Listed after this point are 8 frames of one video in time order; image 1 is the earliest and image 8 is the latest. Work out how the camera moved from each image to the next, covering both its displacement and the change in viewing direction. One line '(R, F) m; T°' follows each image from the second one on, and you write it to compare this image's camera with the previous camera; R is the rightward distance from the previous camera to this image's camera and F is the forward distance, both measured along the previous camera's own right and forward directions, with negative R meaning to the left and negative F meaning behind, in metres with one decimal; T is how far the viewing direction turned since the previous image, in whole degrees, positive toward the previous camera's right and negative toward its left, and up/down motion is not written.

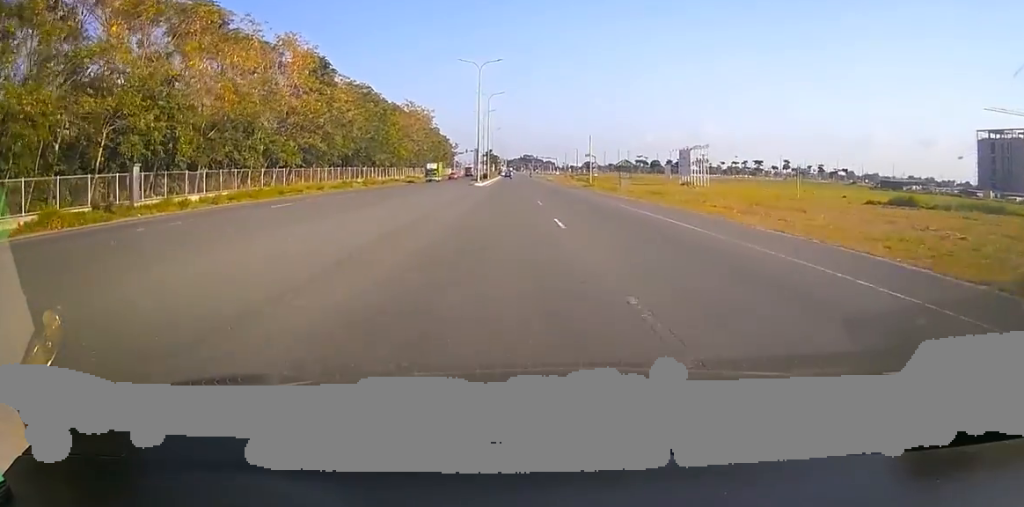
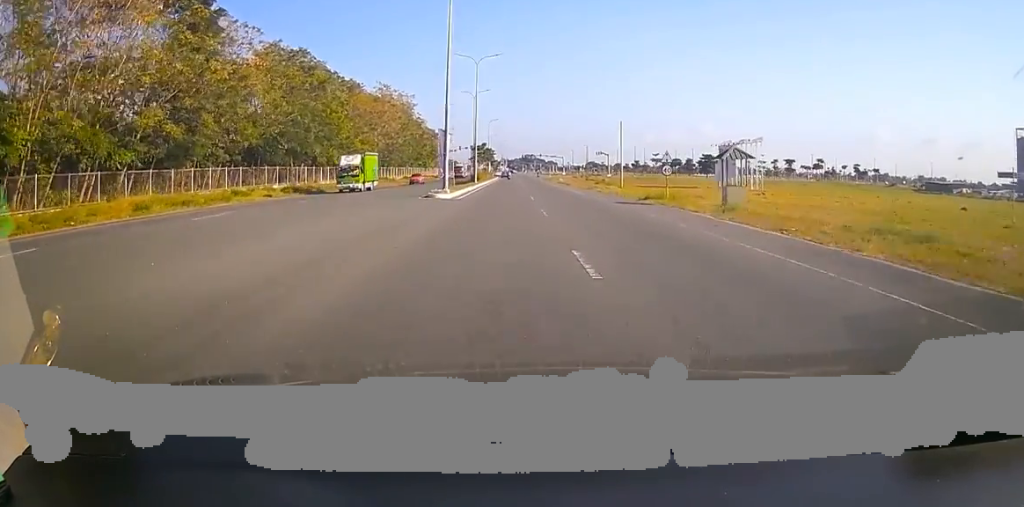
(+1.8, +32.0) m; +3°
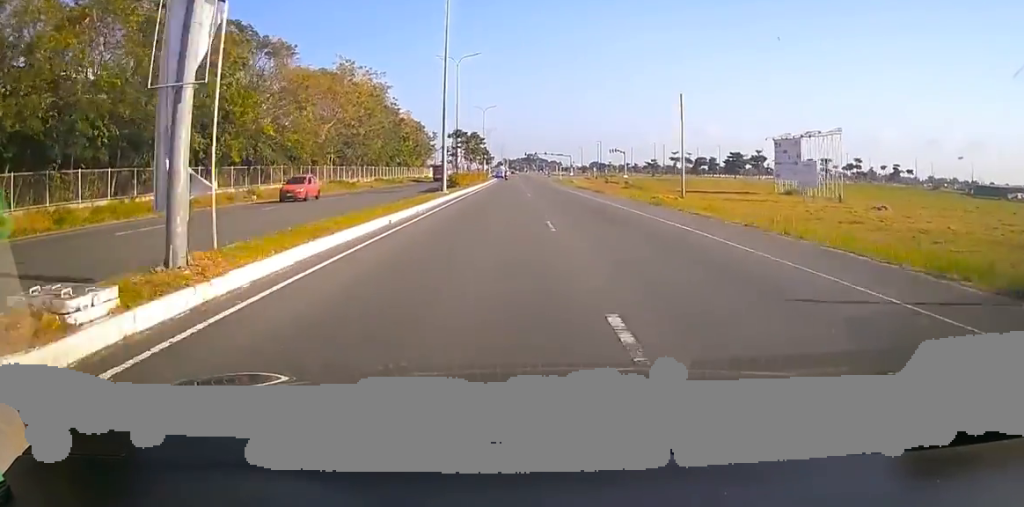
(-0.5, +28.7) m; -2°
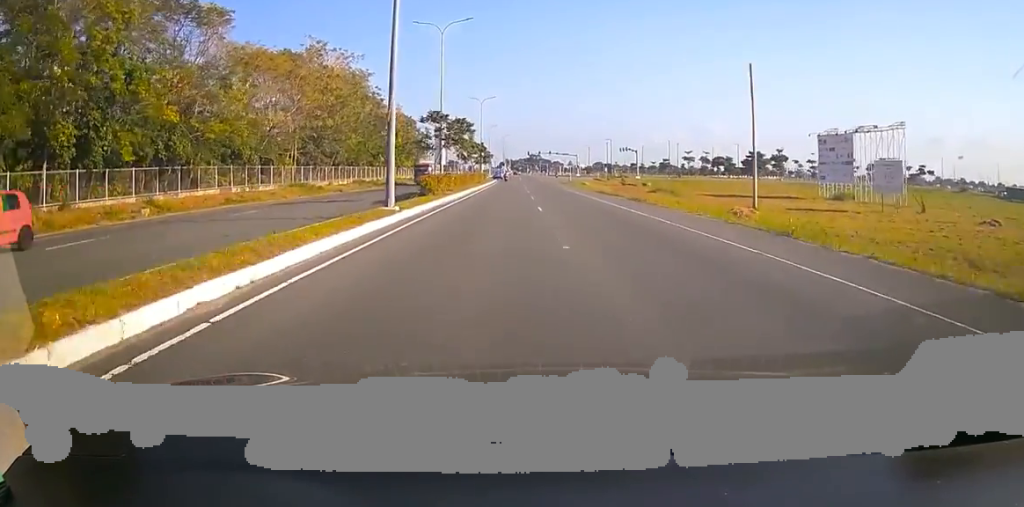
(-0.4, +15.5) m; -2°
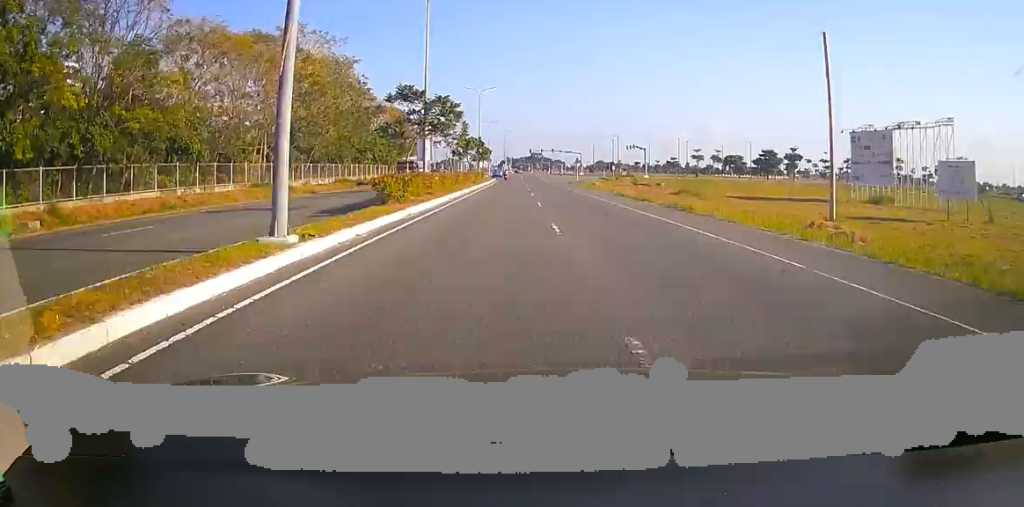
(-0.2, +9.4) m; -1°
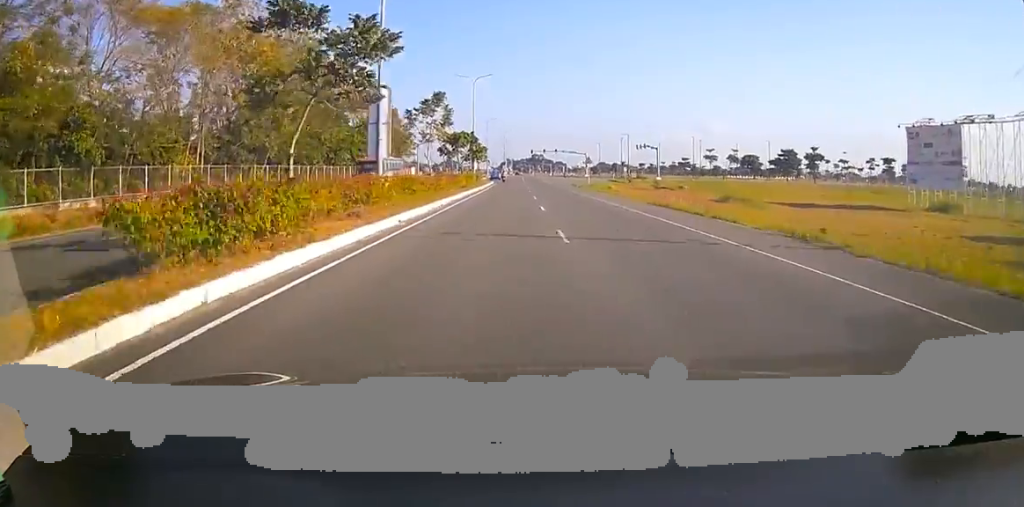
(0.0, +13.4) m; +3°
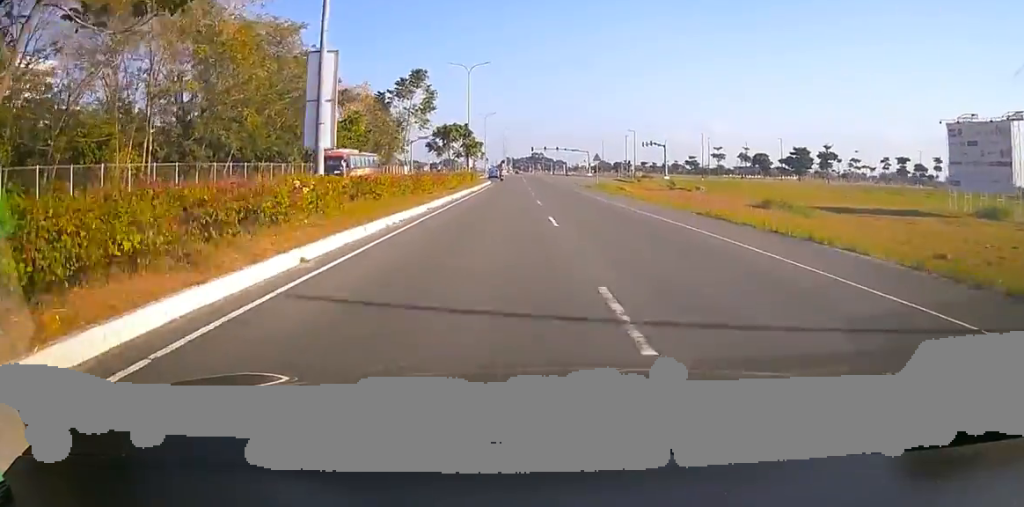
(-0.2, +8.0) m; +1°
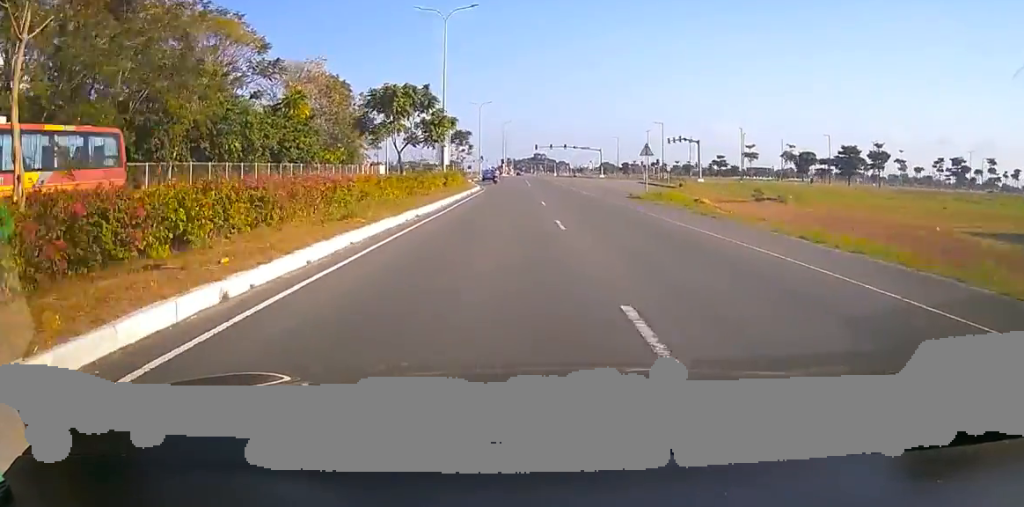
(+0.8, +25.3) m; 0°
